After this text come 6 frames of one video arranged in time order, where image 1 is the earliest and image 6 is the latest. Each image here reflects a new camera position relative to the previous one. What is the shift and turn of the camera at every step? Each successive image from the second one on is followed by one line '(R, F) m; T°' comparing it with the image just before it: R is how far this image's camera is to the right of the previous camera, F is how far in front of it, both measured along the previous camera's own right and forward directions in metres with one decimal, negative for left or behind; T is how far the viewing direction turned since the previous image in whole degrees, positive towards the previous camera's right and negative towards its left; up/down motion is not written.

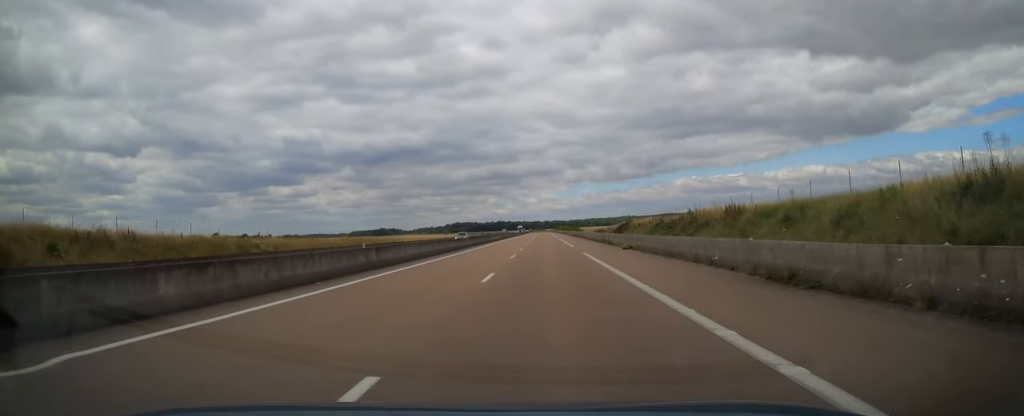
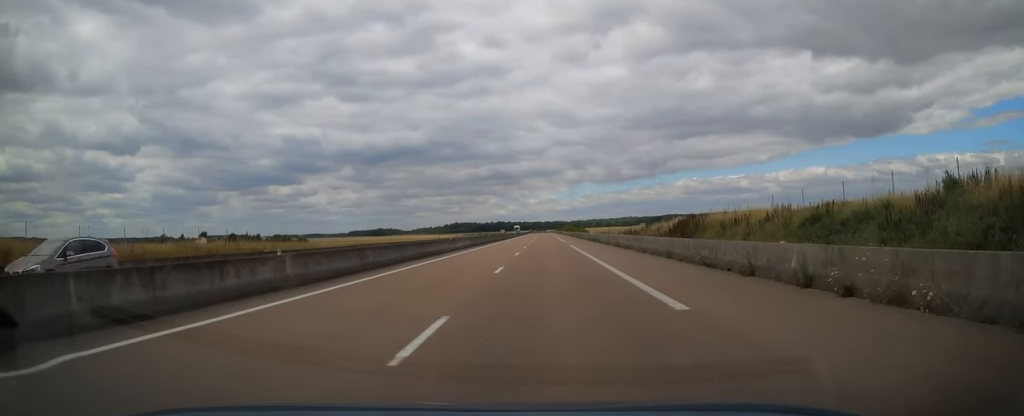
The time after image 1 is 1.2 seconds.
(+0.2, +35.1) m; 0°
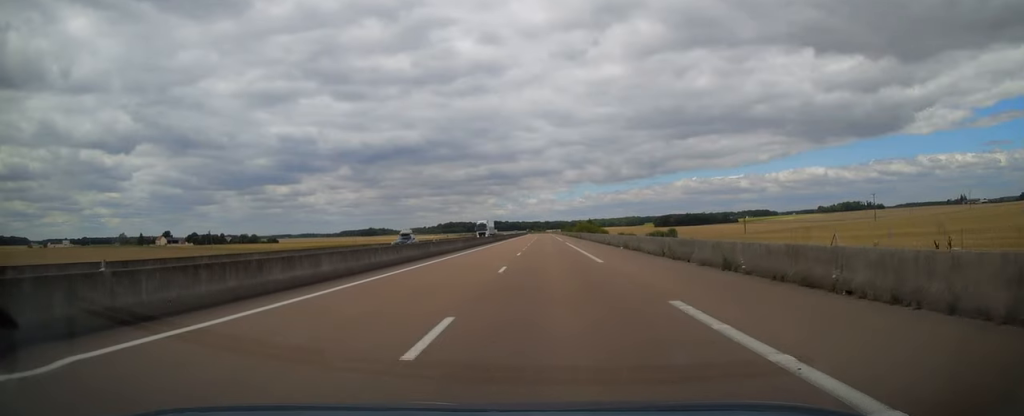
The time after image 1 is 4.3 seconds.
(-1.0, +89.8) m; -1°
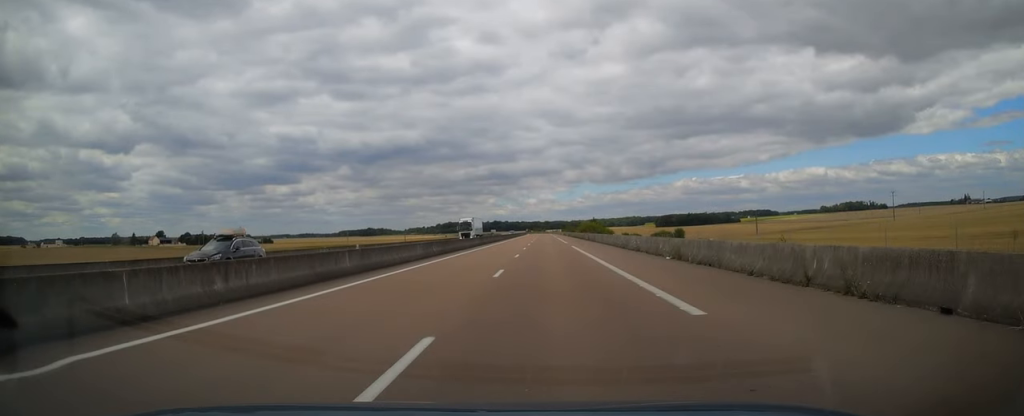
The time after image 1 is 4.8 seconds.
(+0.2, +14.6) m; 0°
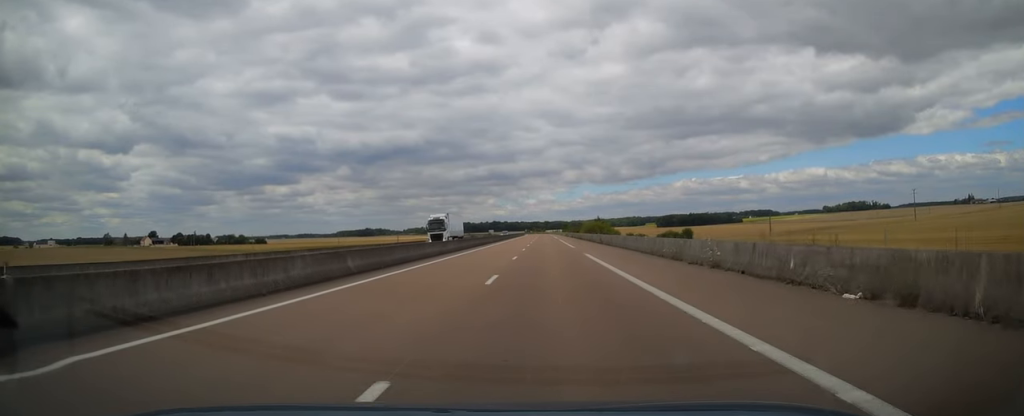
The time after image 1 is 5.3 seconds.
(+0.2, +15.1) m; 0°
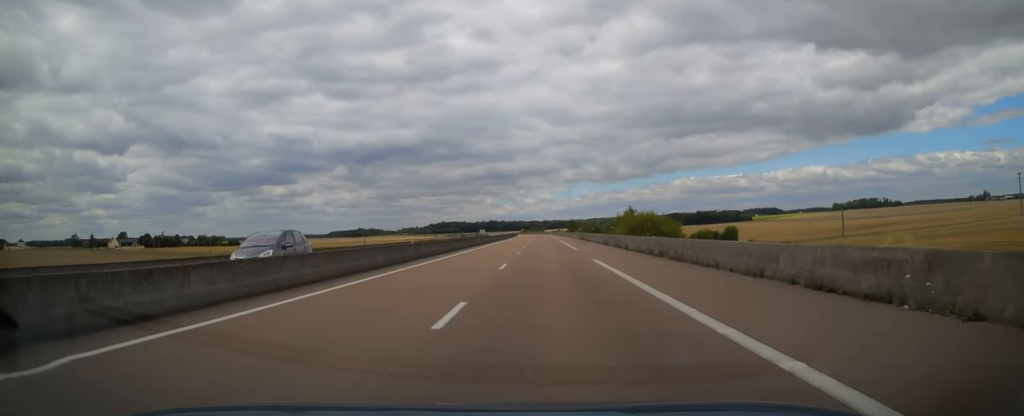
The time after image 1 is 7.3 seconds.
(-0.1, +58.6) m; 0°
